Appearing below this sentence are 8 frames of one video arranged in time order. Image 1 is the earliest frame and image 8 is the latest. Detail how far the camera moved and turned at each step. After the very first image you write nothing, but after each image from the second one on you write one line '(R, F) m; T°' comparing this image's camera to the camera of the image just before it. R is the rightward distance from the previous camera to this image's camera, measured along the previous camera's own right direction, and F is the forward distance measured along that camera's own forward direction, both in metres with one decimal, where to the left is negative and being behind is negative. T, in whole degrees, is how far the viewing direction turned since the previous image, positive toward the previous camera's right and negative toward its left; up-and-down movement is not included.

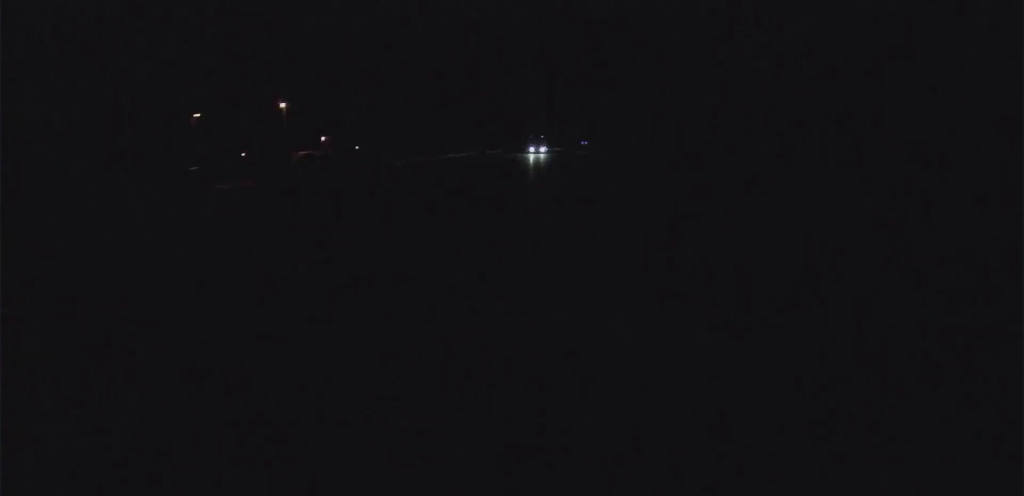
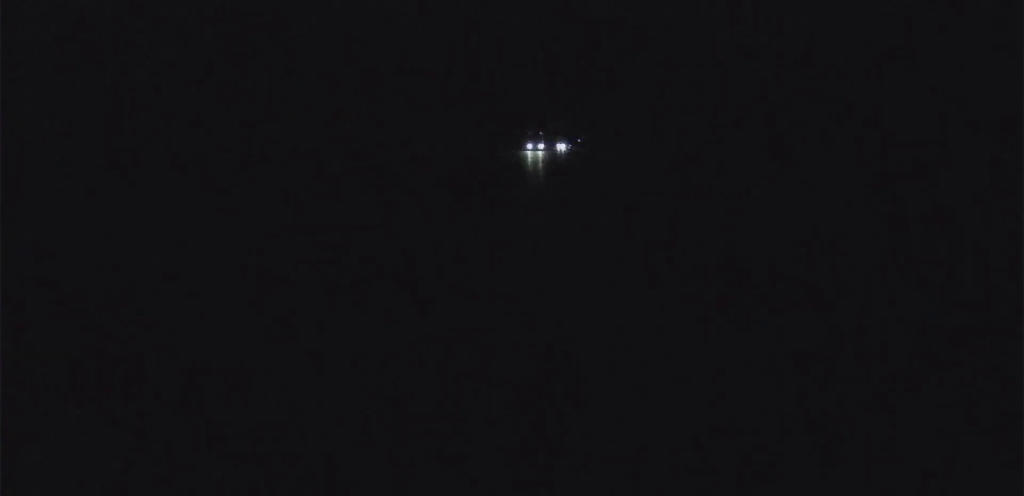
(-10.8, +201.0) m; -6°
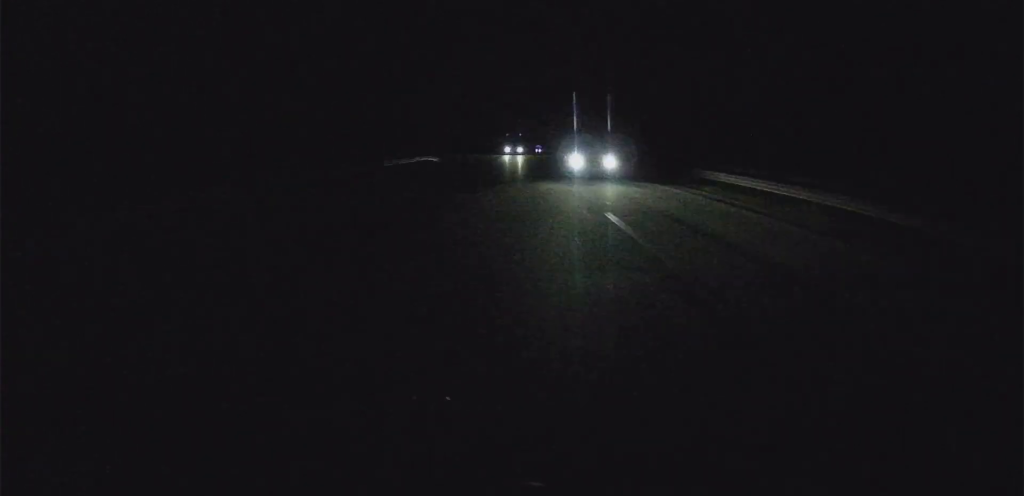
(-27.3, +425.9) m; -5°
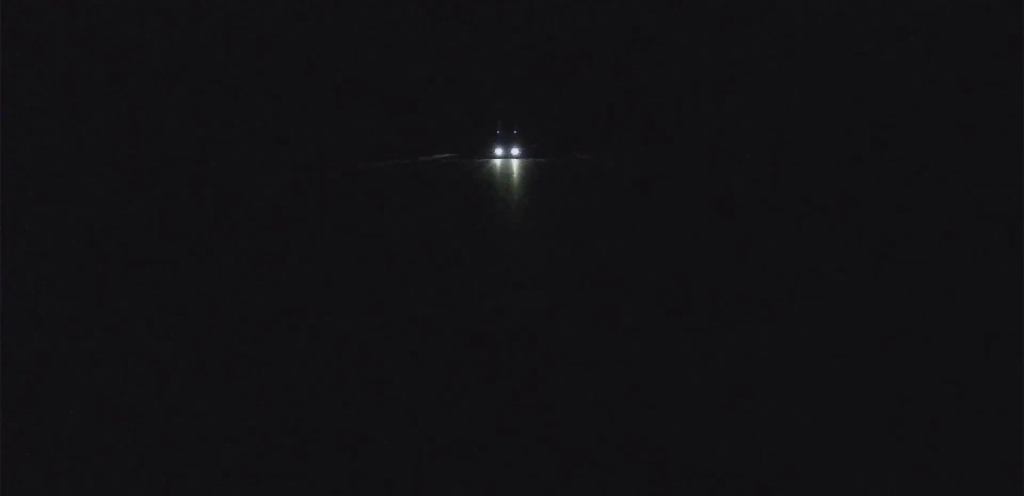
(-6.5, +820.3) m; -1°
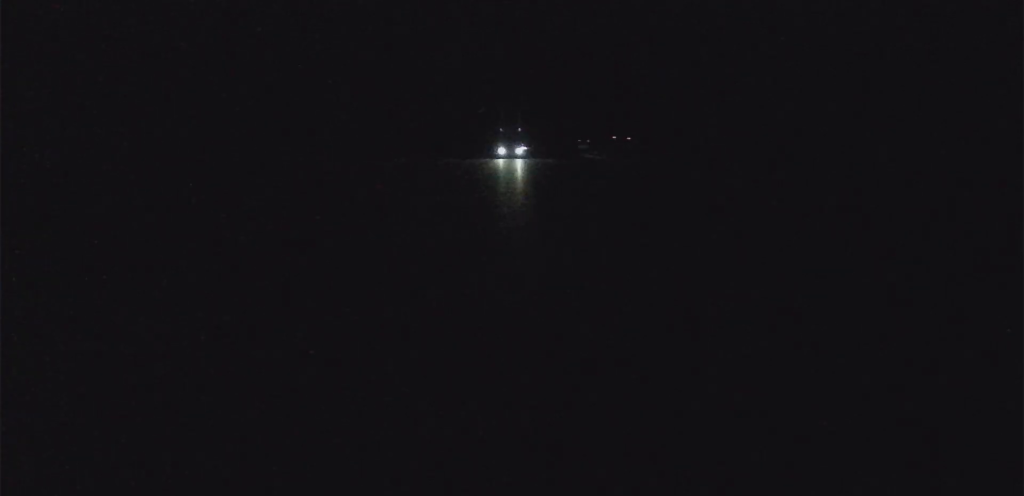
(-2.7, +230.0) m; -1°
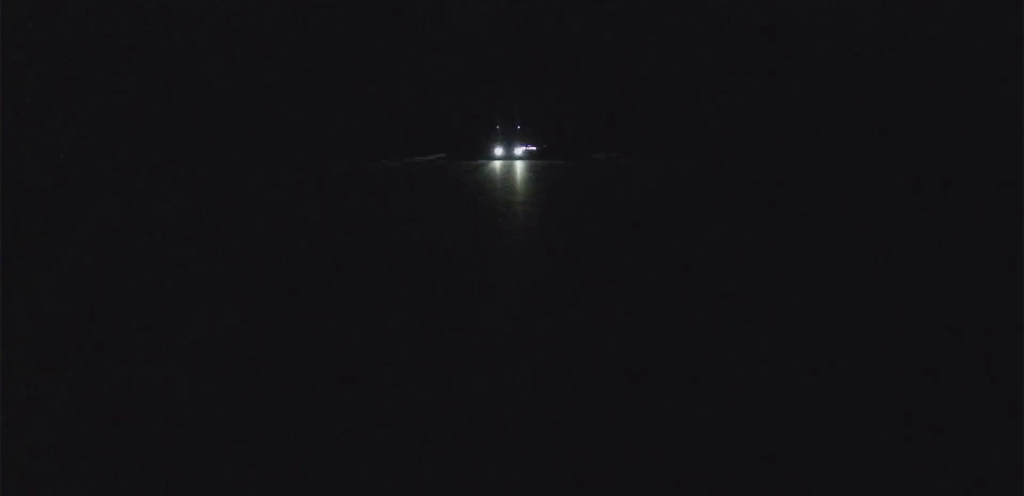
(-2.5, +261.6) m; -1°
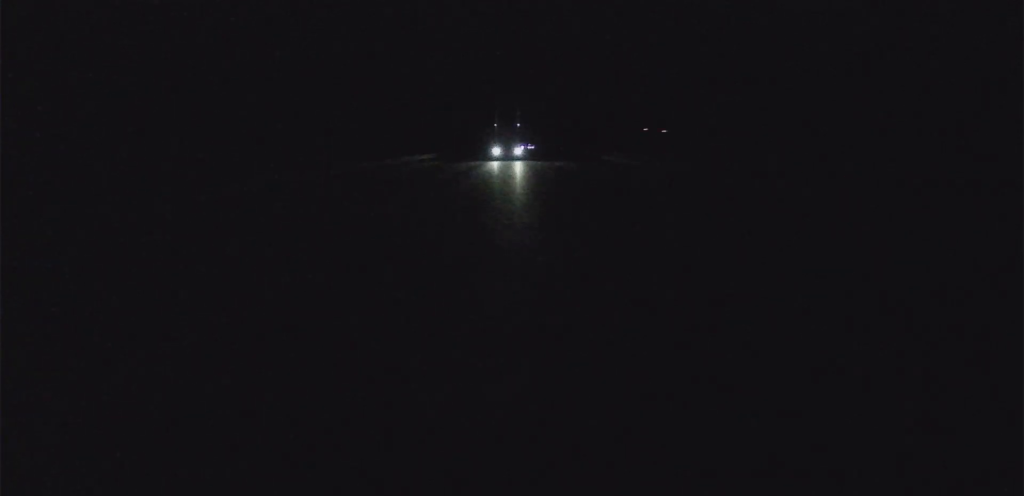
(-0.1, +178.1) m; -1°
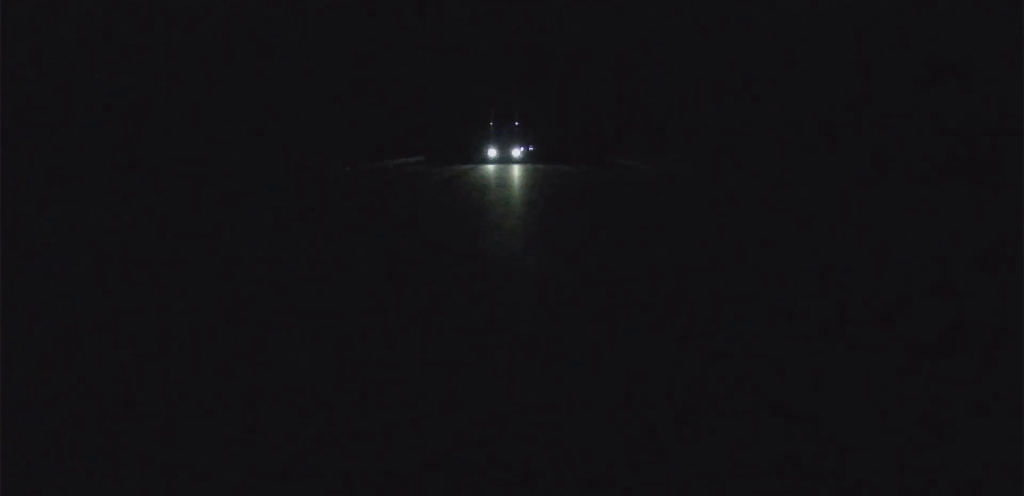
(-1.7, +197.7) m; -4°
